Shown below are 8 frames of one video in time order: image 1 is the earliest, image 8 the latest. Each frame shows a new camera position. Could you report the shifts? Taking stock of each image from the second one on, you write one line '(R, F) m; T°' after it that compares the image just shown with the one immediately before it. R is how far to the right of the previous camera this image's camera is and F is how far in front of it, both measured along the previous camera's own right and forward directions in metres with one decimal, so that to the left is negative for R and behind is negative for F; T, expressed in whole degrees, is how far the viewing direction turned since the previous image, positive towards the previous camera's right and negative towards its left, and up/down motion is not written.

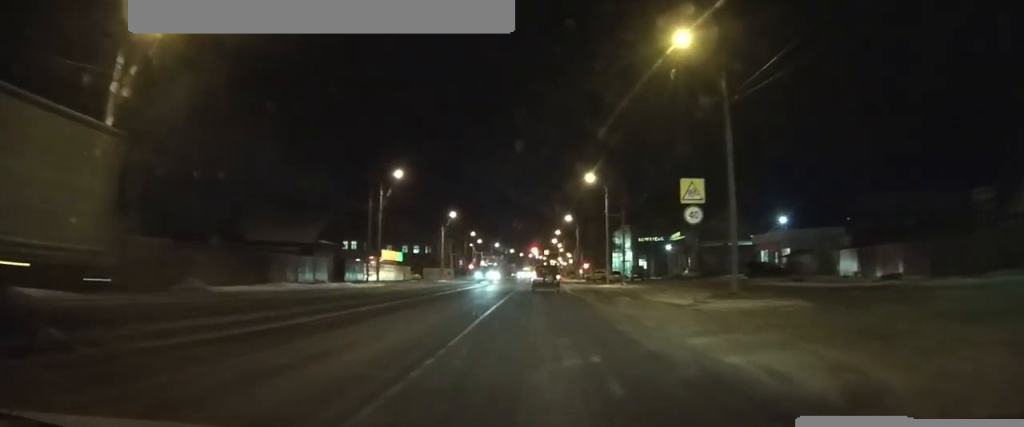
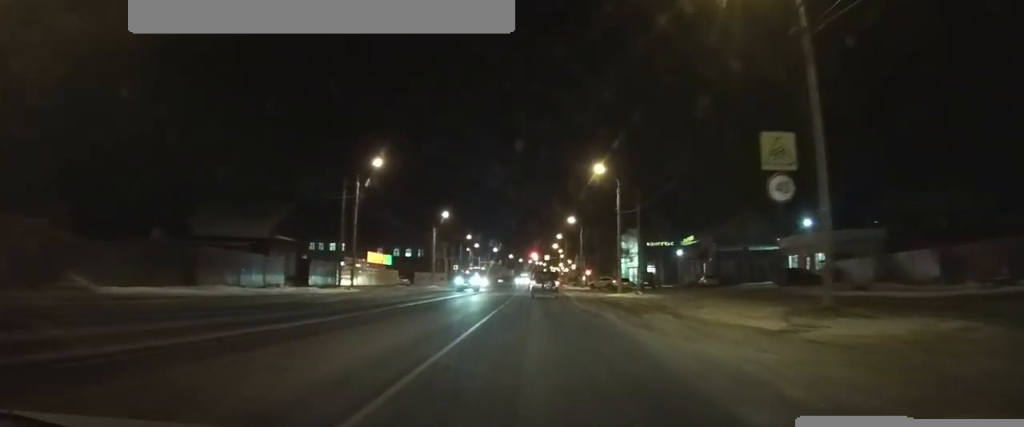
(0.0, +9.0) m; 0°
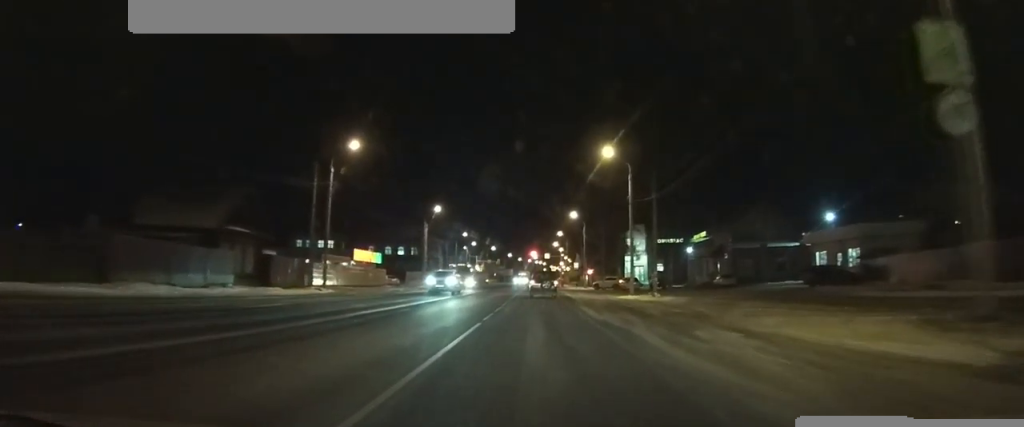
(+0.1, +7.2) m; 0°
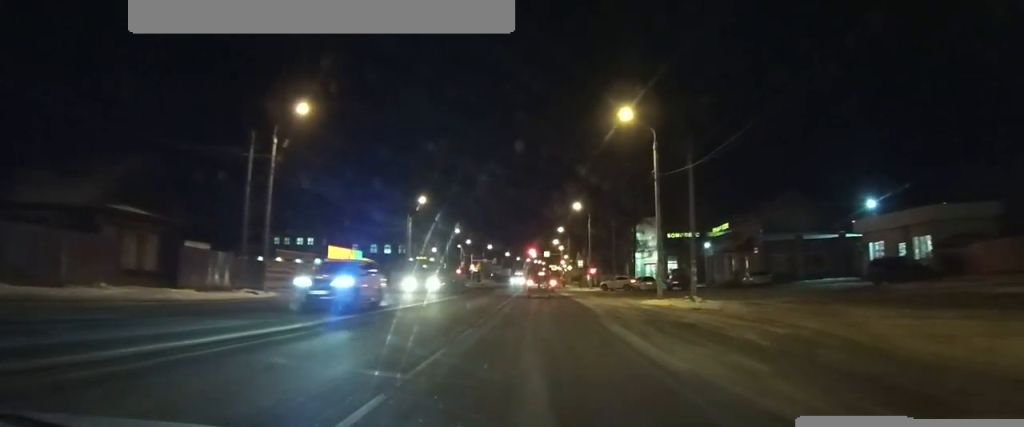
(0.0, +10.4) m; 0°
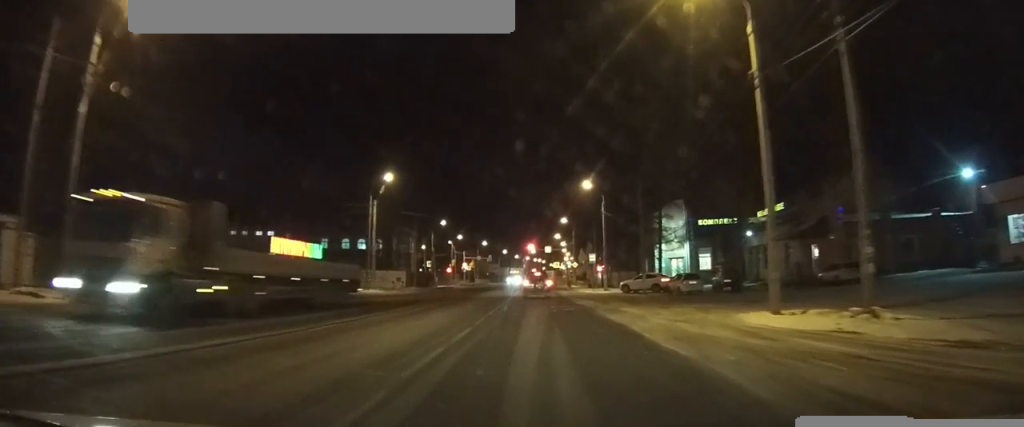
(0.0, +16.0) m; 0°
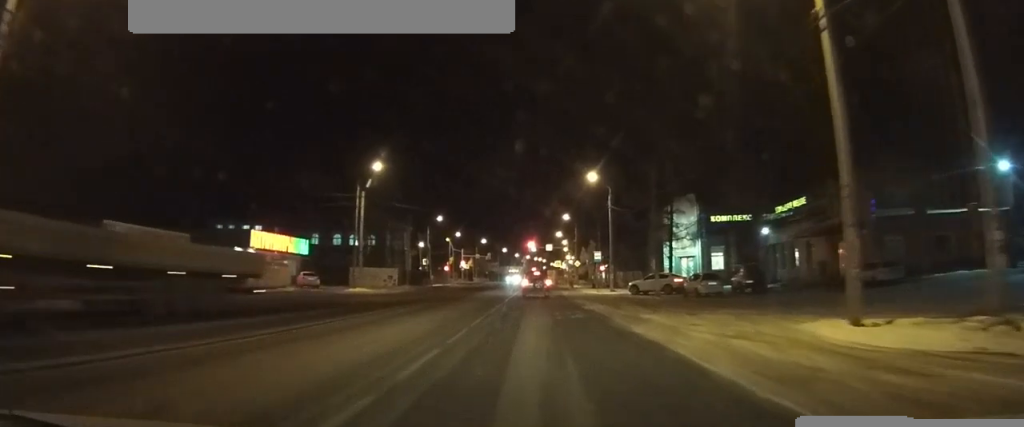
(0.0, +4.3) m; 0°
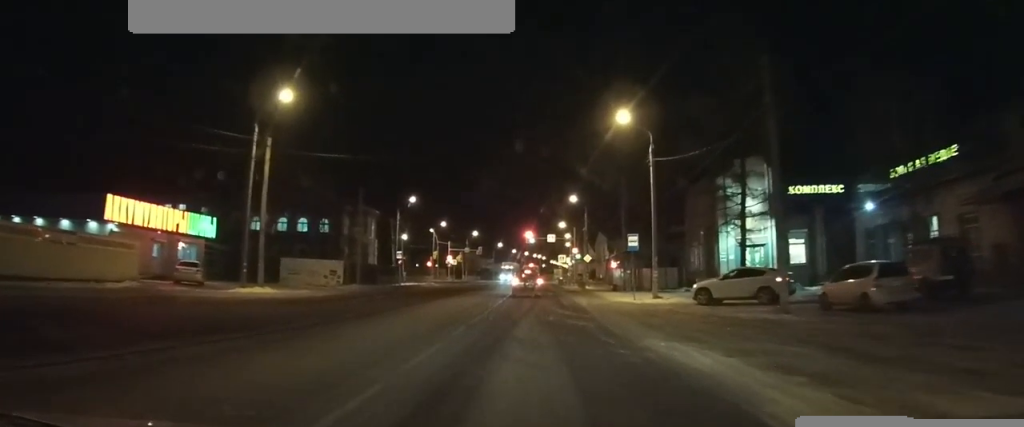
(-0.1, +18.8) m; -1°
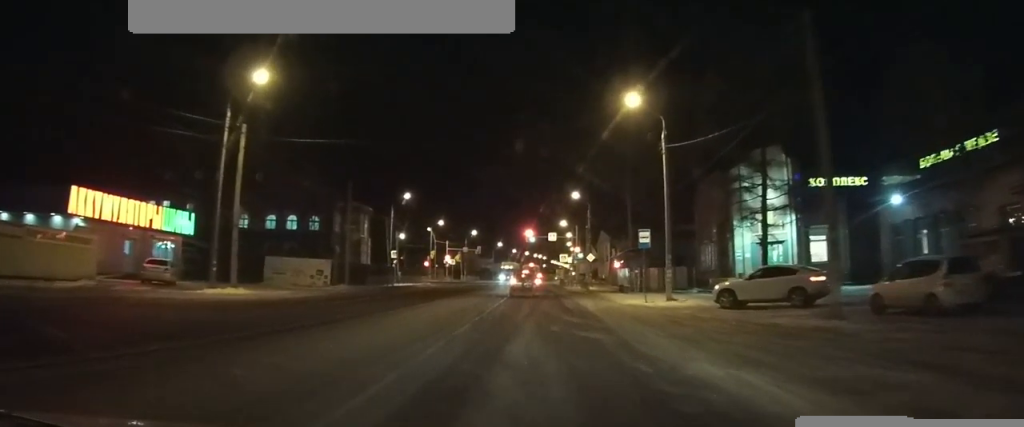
(0.0, +3.0) m; 0°
